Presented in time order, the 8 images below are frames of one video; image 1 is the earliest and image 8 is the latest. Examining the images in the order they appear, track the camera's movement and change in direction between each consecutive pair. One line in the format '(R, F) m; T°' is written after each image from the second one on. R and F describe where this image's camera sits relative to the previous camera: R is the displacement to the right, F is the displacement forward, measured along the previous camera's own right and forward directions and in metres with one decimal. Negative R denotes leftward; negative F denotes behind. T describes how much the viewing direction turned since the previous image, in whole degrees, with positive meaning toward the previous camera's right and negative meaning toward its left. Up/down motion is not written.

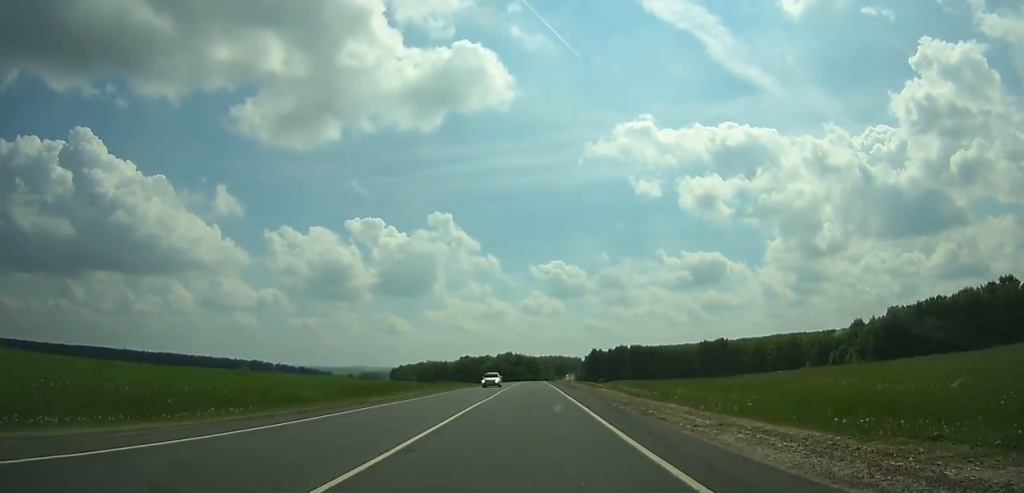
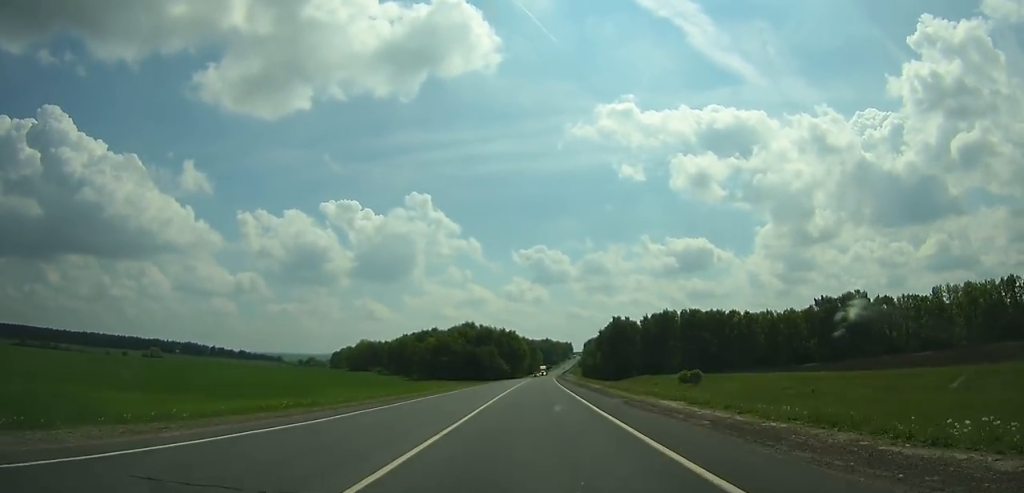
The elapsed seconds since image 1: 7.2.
(+2.9, +185.1) m; +2°
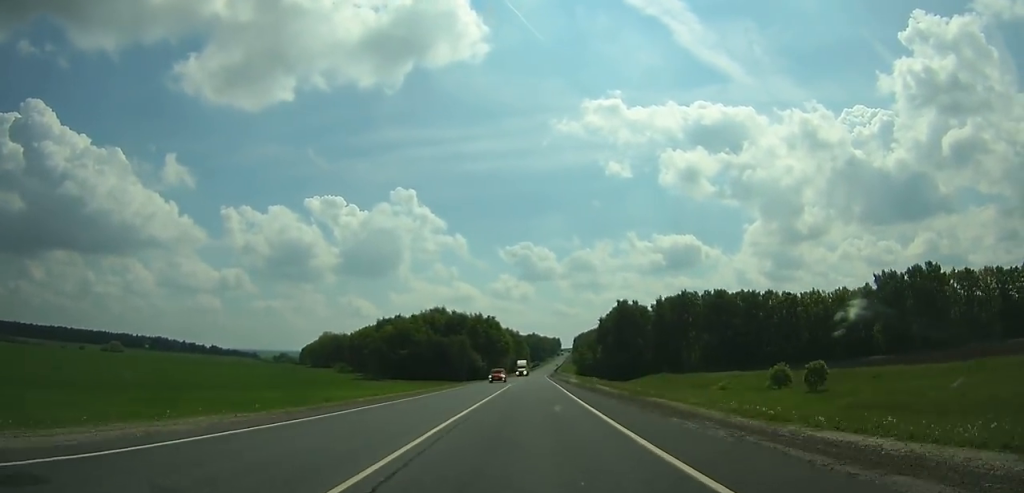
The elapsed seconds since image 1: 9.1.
(+0.6, +47.7) m; +1°
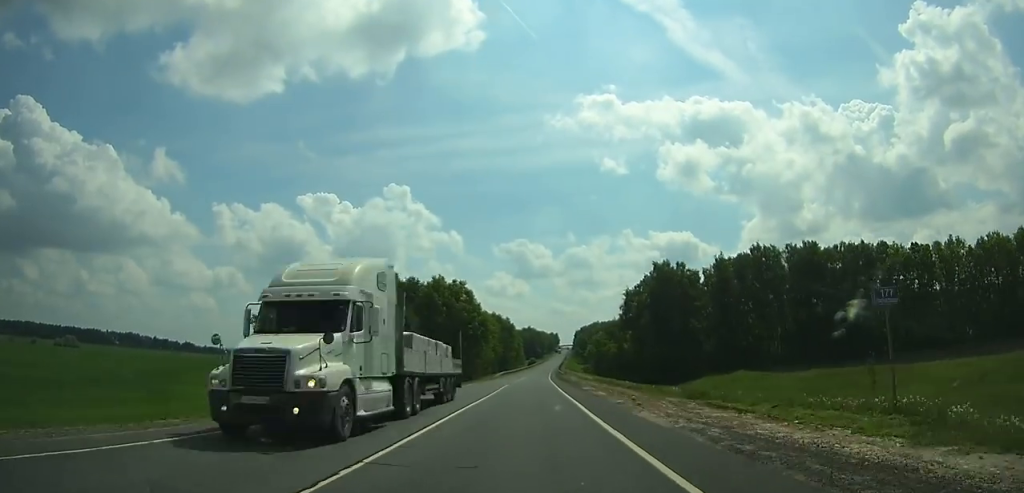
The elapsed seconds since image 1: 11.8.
(+0.4, +66.7) m; +1°
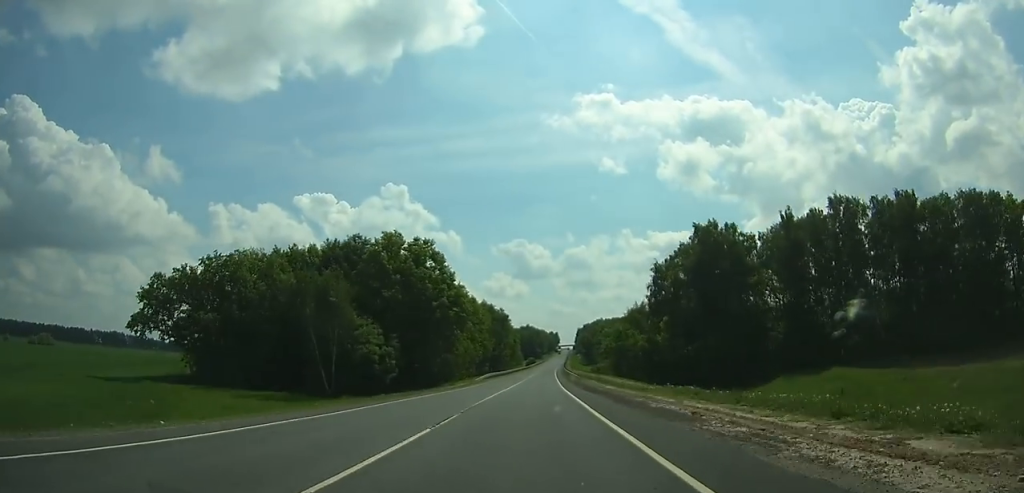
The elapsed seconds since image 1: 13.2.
(-0.1, +34.1) m; 0°
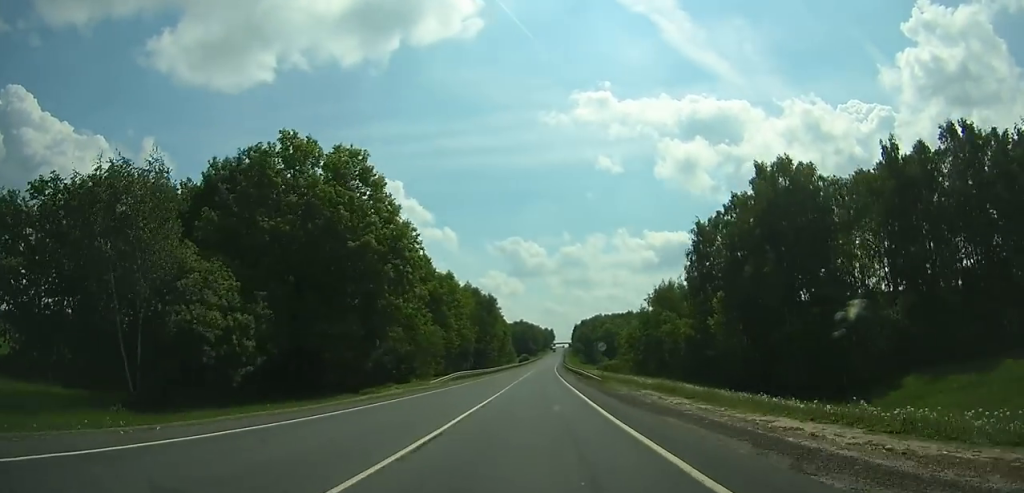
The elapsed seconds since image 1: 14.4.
(+0.2, +28.0) m; 0°
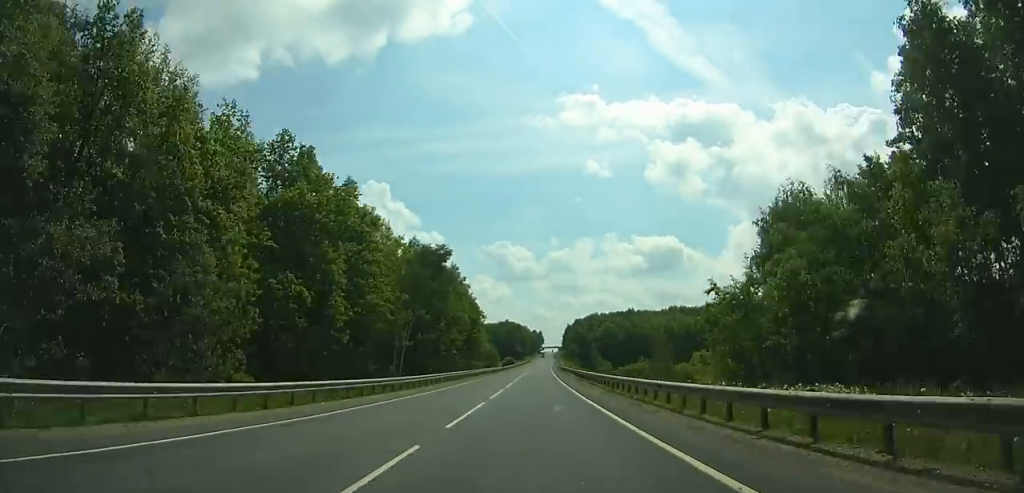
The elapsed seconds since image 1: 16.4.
(+0.2, +46.3) m; +1°
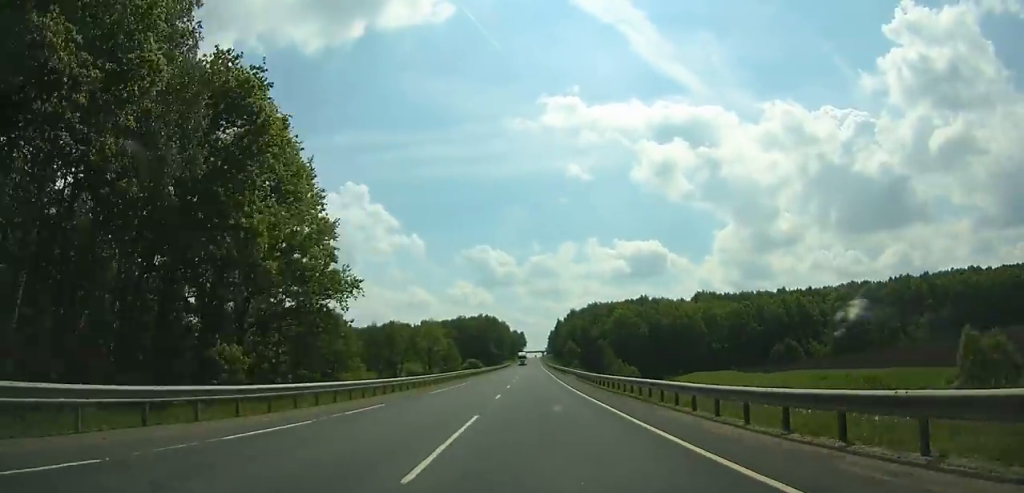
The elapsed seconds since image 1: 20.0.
(+1.1, +80.8) m; +1°
